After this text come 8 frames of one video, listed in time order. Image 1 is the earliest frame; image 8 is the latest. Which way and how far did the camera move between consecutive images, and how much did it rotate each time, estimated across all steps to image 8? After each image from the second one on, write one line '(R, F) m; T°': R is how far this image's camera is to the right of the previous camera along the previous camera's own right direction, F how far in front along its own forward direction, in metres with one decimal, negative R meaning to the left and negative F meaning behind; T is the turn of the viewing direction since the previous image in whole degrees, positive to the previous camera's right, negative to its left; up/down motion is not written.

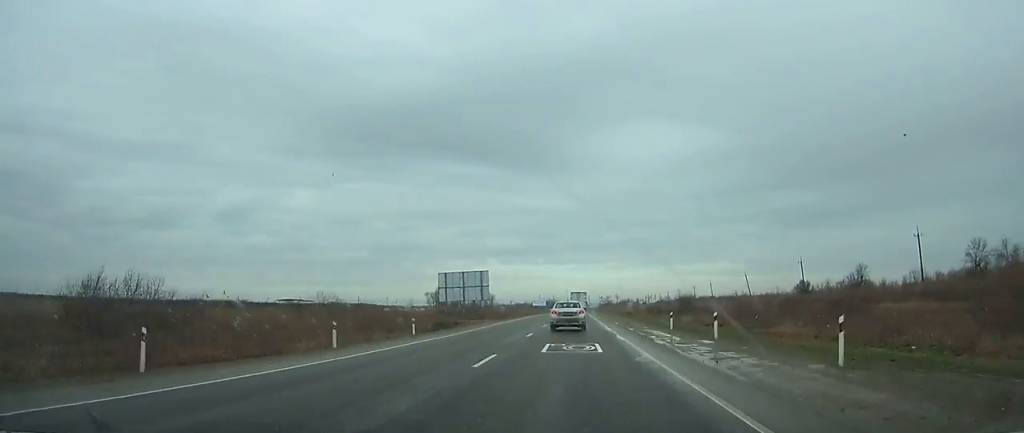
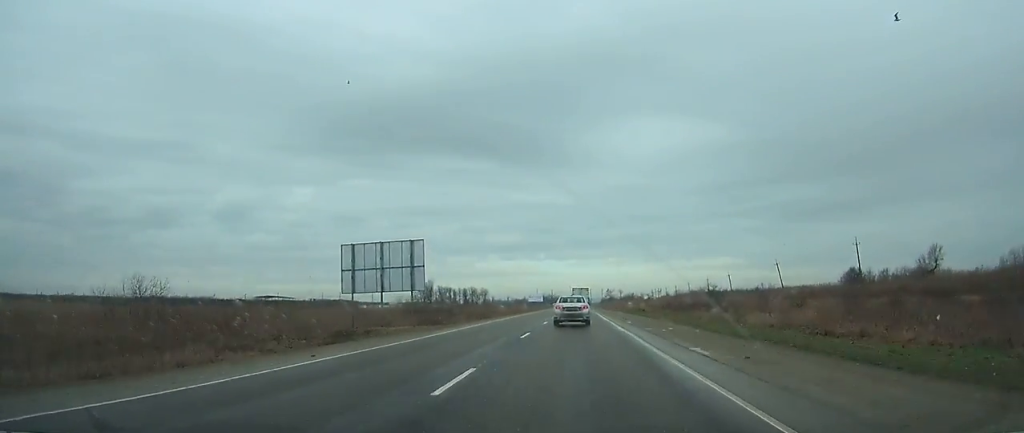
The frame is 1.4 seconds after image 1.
(-0.1, +28.1) m; 0°
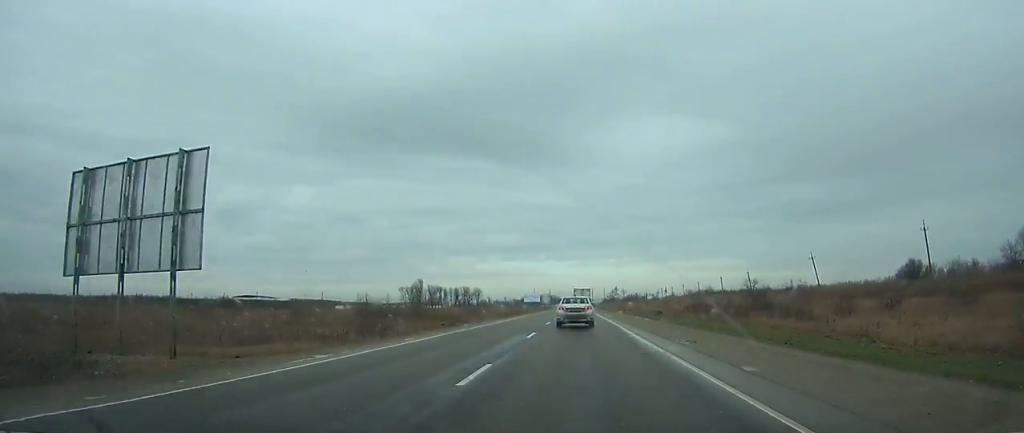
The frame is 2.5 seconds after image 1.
(0.0, +22.9) m; 0°
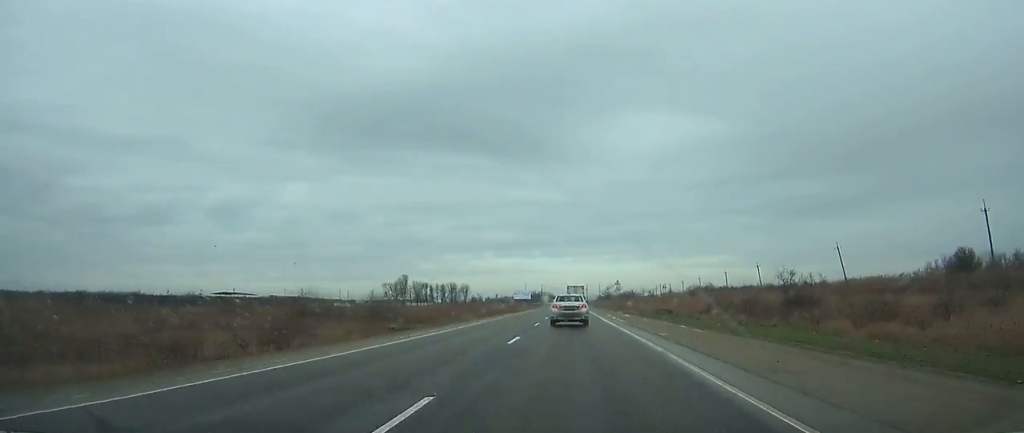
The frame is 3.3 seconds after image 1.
(0.0, +16.1) m; 0°
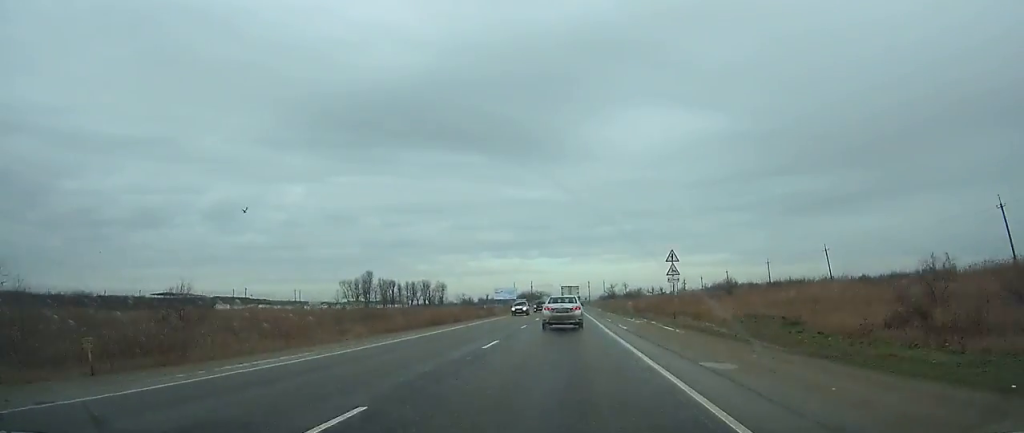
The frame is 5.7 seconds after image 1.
(+0.1, +48.2) m; 0°
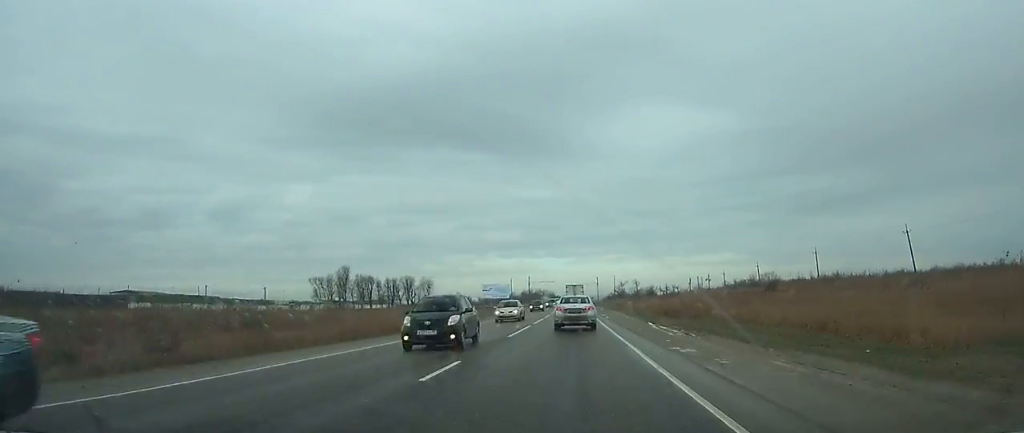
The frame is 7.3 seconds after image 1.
(-0.1, +30.3) m; 0°
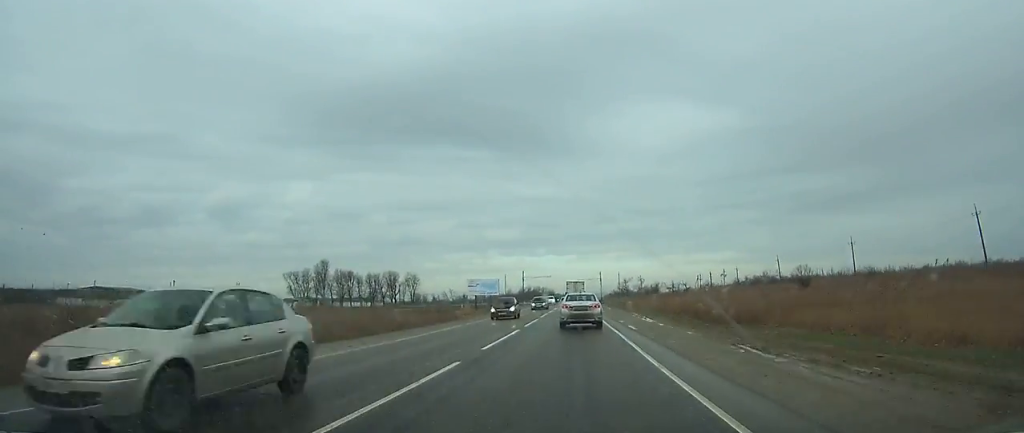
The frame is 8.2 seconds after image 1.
(0.0, +18.3) m; 0°
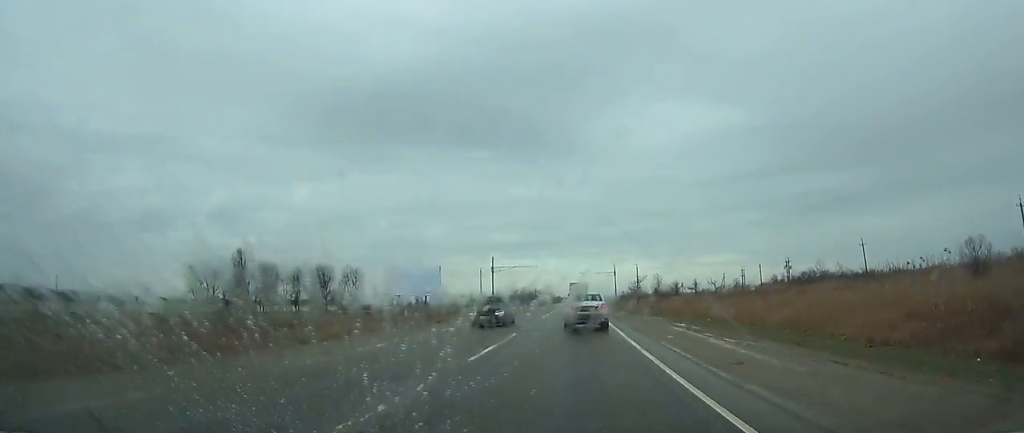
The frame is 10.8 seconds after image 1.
(+0.2, +50.2) m; 0°
